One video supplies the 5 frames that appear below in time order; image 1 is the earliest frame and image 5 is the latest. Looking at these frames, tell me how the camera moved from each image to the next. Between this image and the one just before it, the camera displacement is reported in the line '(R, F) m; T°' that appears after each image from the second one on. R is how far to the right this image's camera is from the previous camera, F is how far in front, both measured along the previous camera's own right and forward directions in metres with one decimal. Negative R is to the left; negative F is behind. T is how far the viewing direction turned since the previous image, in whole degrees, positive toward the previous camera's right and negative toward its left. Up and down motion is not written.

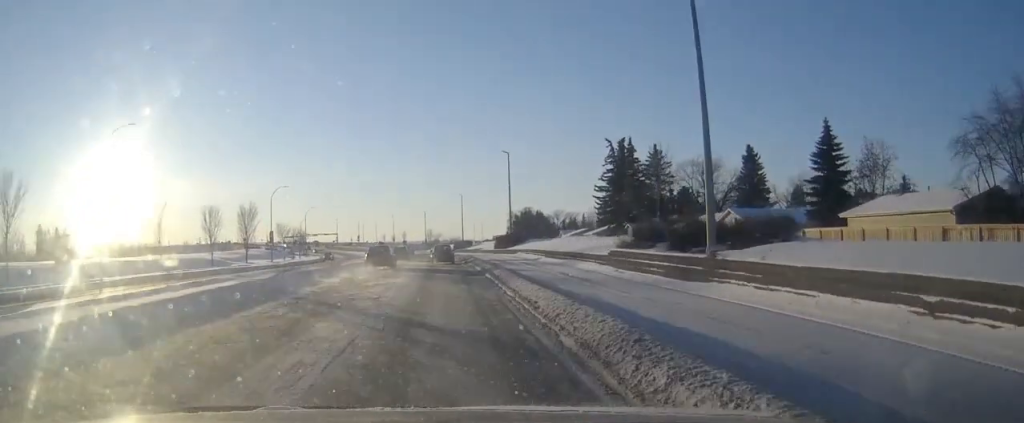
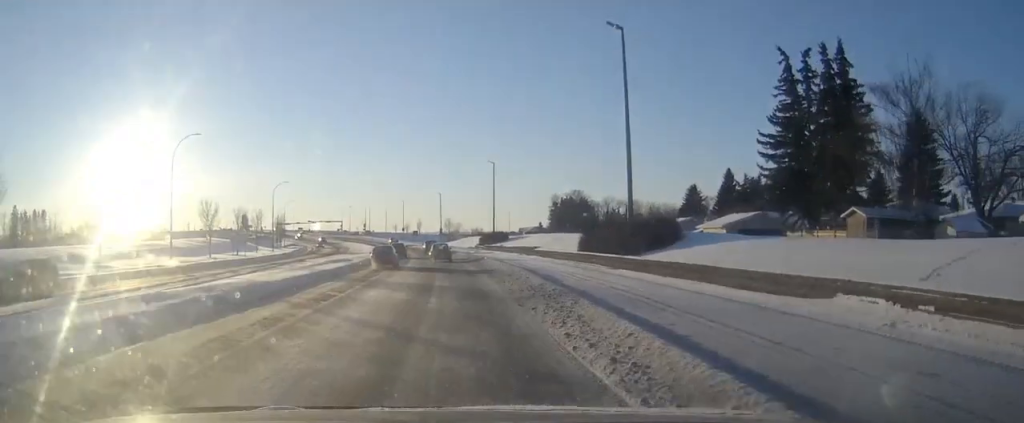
(-0.6, +49.0) m; -1°
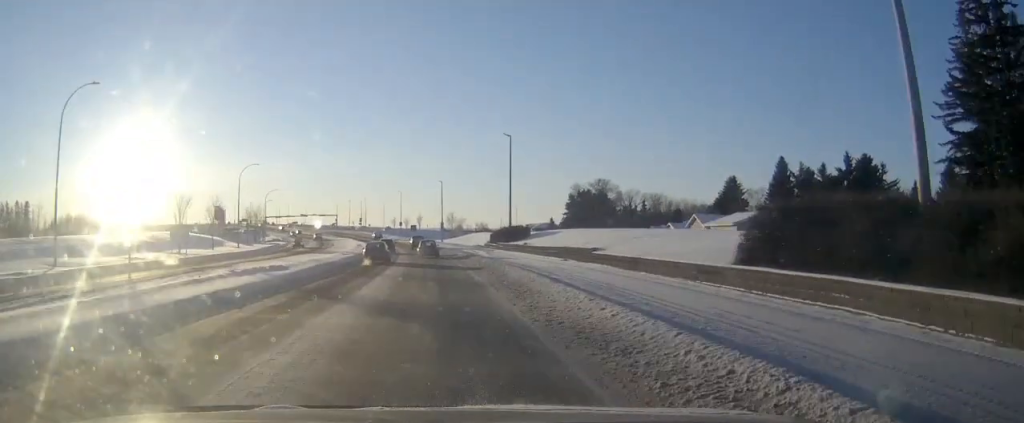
(-0.3, +22.3) m; -1°
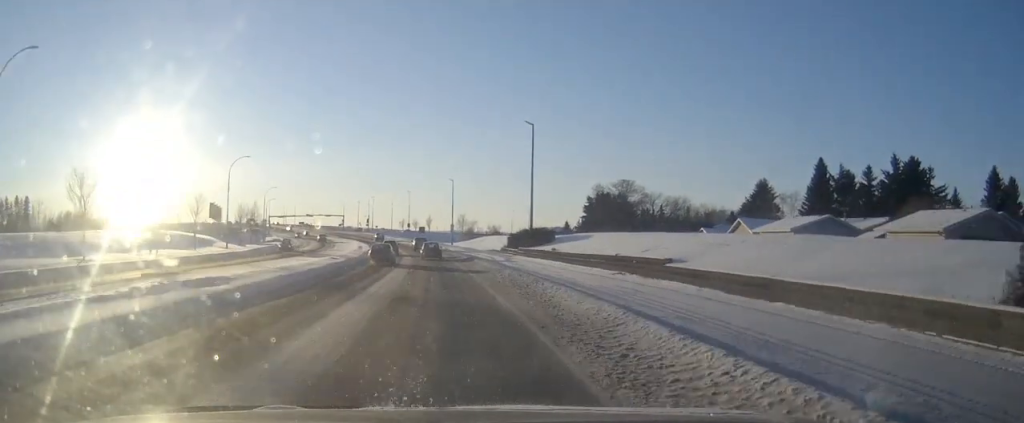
(-0.1, +10.0) m; 0°
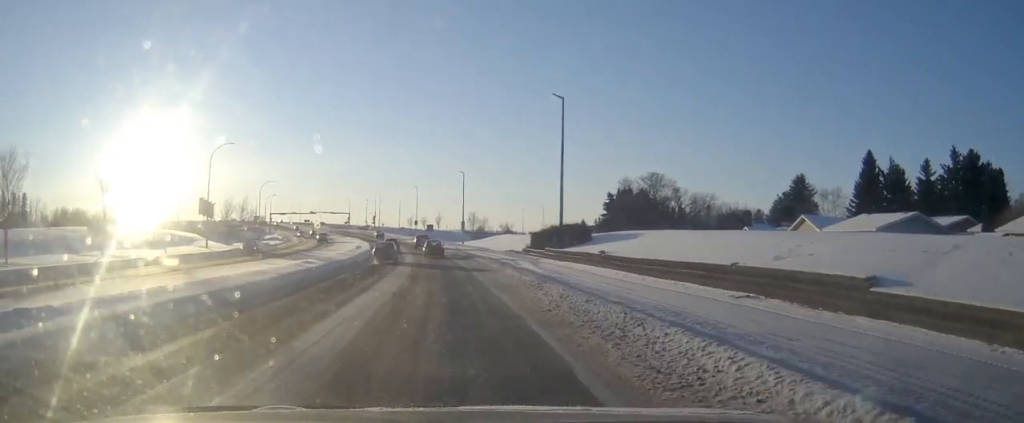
(0.0, +11.6) m; 0°
